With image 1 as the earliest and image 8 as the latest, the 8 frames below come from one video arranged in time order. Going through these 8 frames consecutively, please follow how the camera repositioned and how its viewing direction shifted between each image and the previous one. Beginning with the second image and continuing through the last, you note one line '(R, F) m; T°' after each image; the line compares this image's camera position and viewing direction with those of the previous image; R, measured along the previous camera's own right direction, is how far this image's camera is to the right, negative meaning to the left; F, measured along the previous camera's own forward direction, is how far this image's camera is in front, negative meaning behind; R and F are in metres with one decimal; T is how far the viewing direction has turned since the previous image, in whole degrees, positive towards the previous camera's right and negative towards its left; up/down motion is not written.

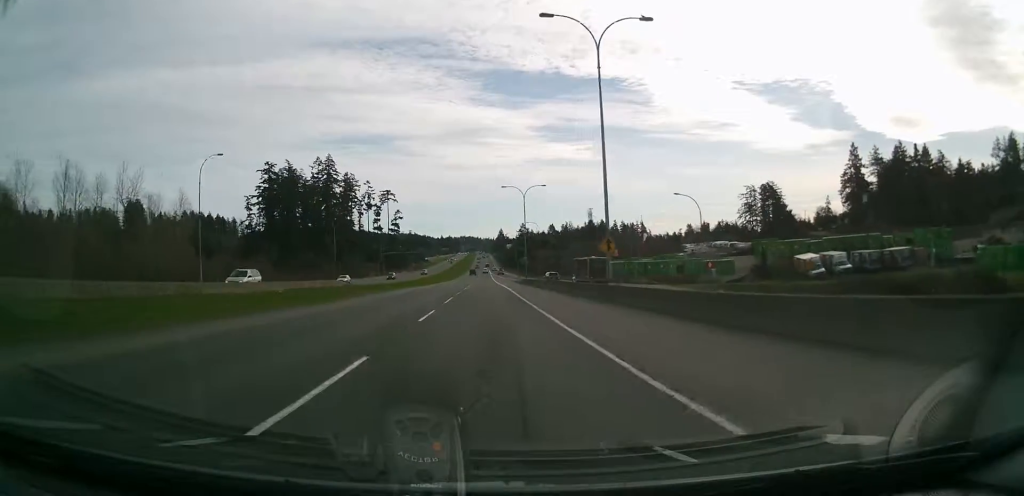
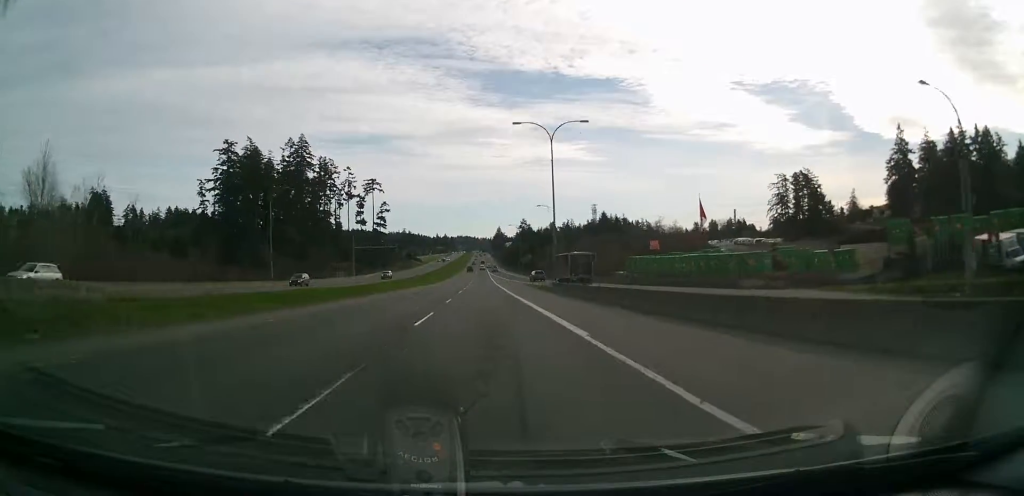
(0.0, +38.6) m; 0°
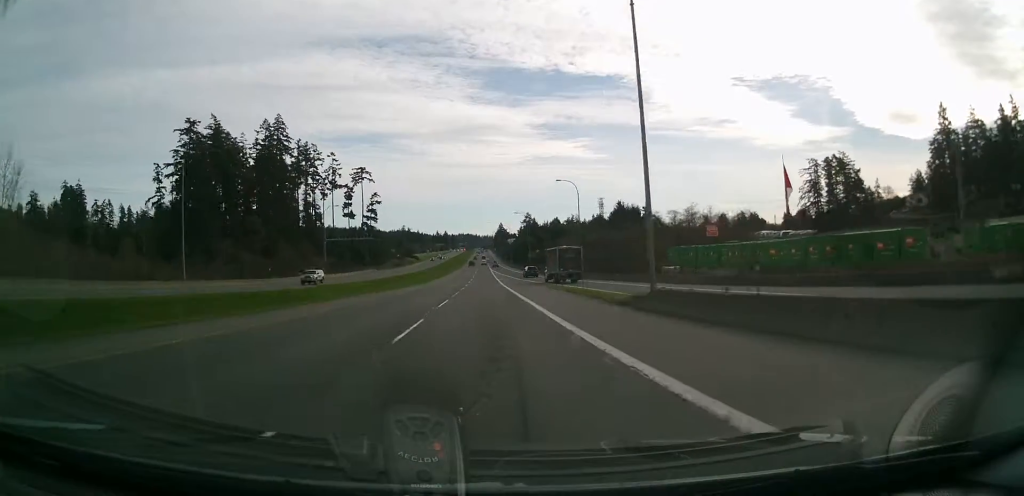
(0.0, +29.1) m; 0°
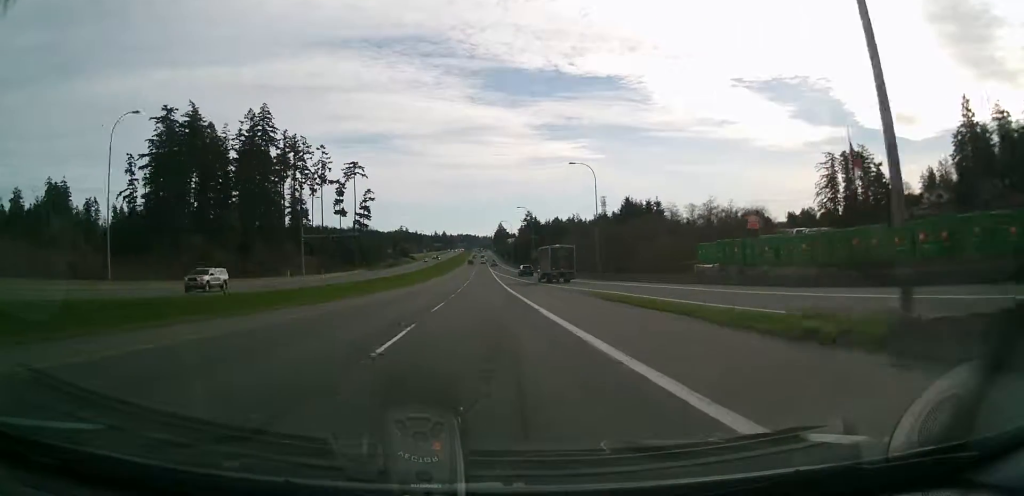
(0.0, +14.5) m; 0°
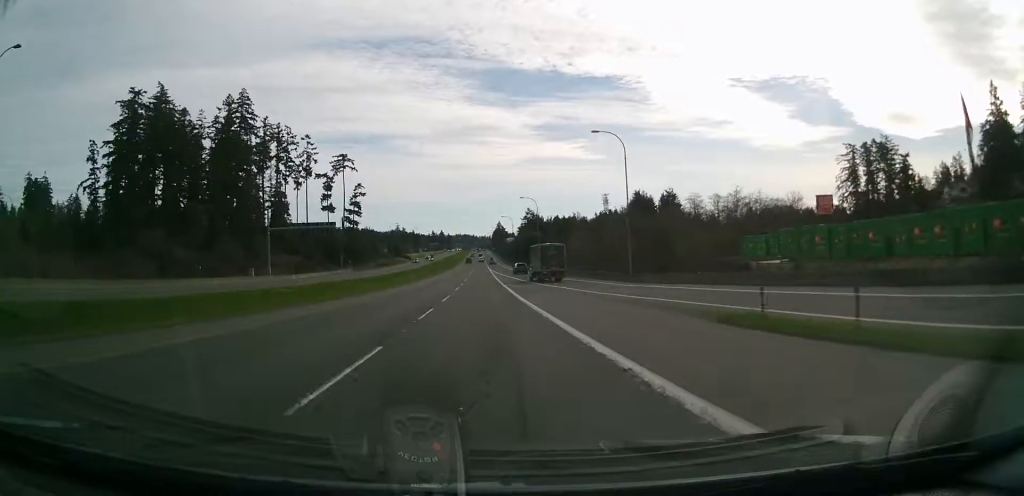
(0.0, +17.0) m; 0°
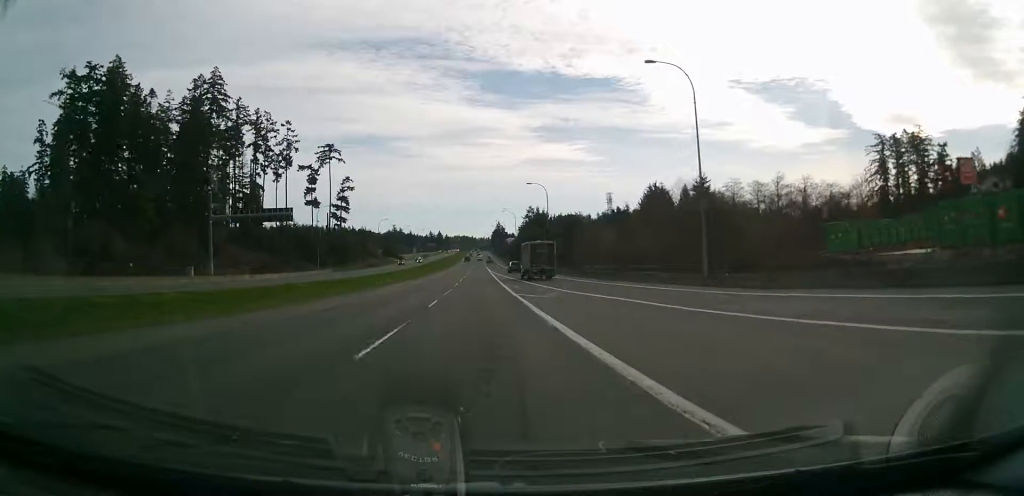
(0.0, +20.4) m; 0°
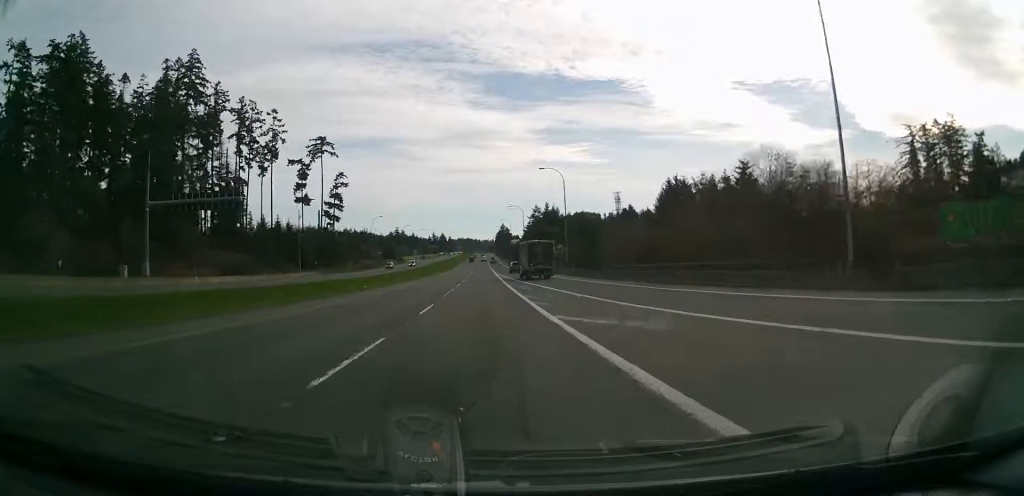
(-0.1, +16.1) m; 0°
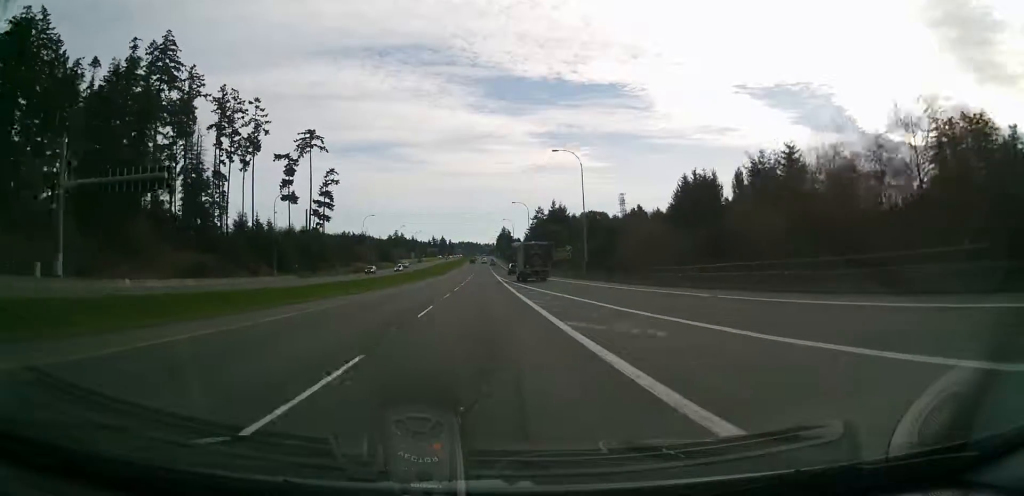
(+0.2, +14.3) m; 0°
